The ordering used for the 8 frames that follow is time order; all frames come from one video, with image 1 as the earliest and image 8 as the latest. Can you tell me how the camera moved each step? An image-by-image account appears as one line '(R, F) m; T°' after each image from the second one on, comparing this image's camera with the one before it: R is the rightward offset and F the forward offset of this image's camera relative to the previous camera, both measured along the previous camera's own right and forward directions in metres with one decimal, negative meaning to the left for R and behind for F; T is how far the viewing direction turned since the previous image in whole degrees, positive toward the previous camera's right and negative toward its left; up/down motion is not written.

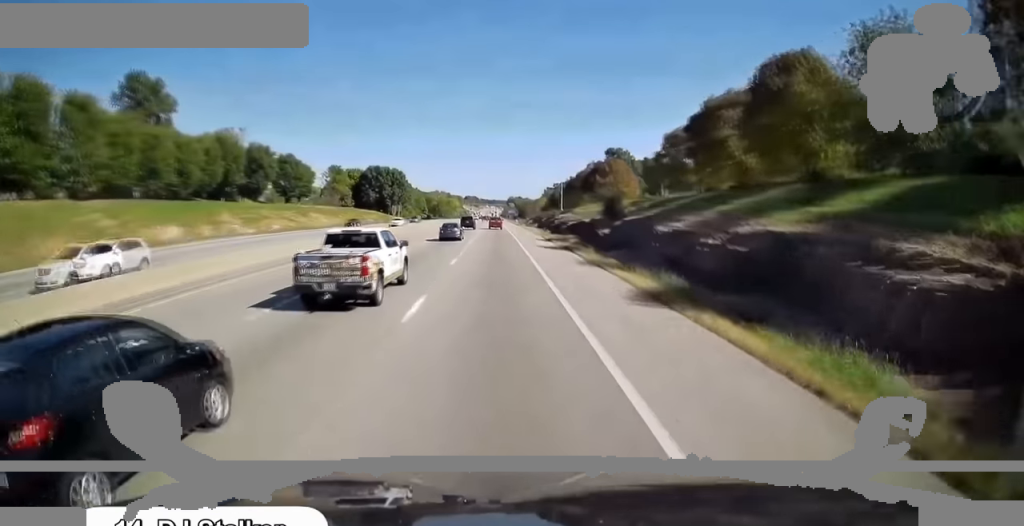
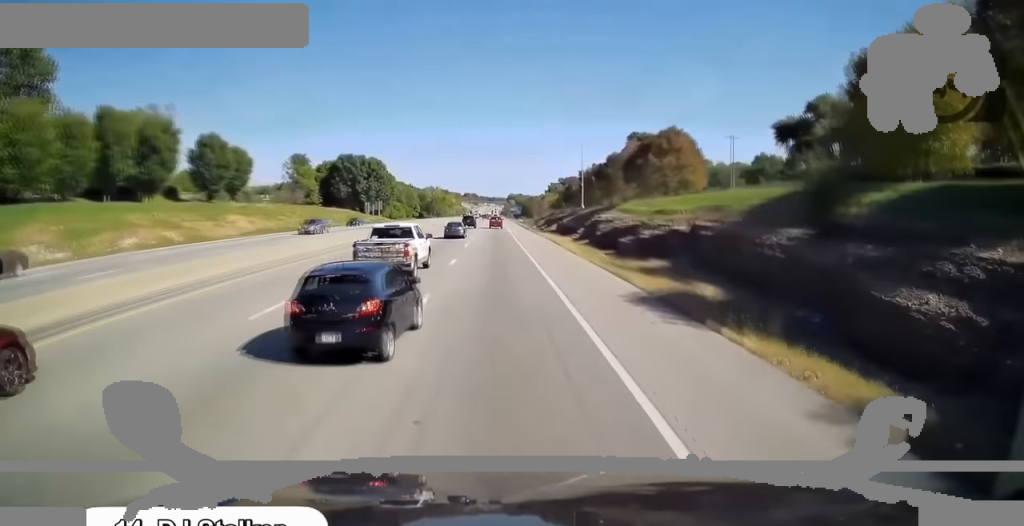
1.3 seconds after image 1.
(+0.1, +36.9) m; 0°
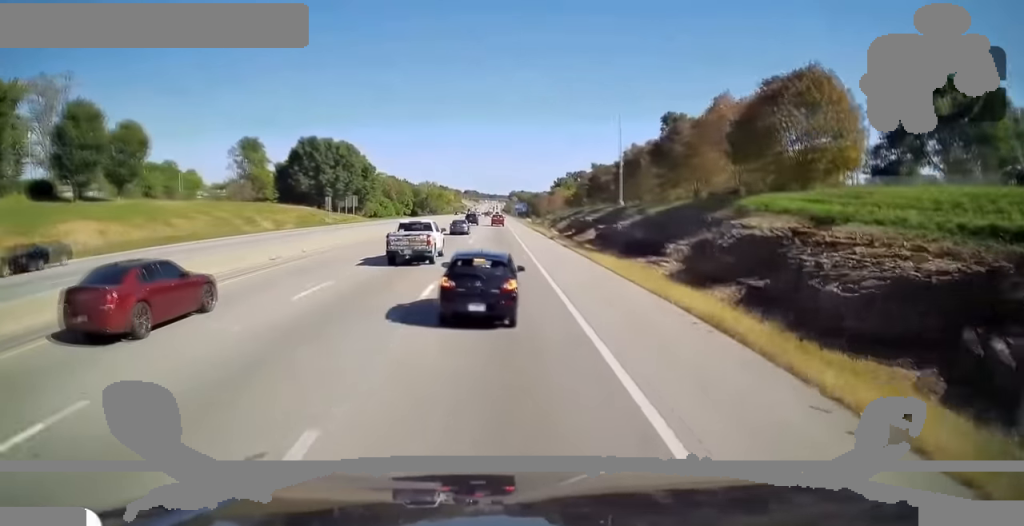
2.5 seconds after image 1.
(+0.2, +35.8) m; 0°
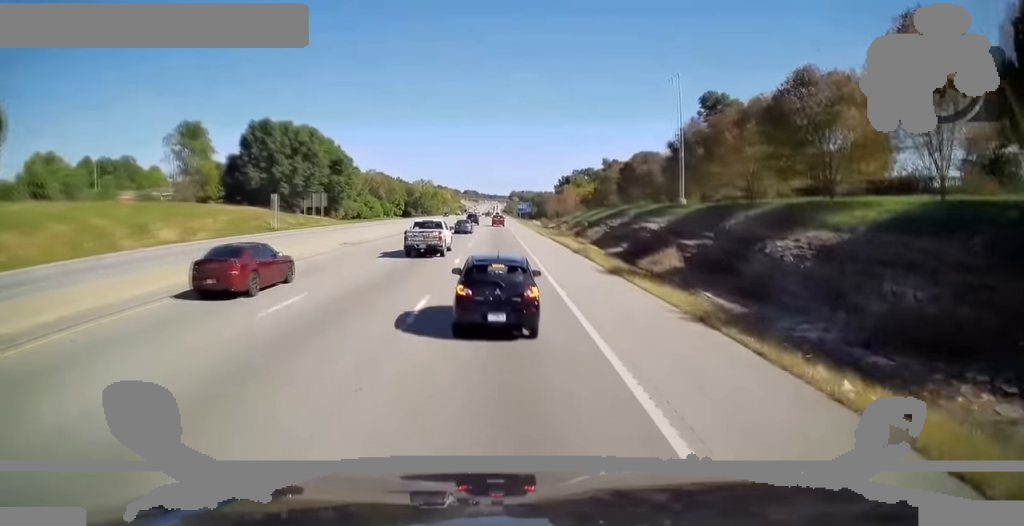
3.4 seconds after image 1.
(-0.2, +26.8) m; -1°
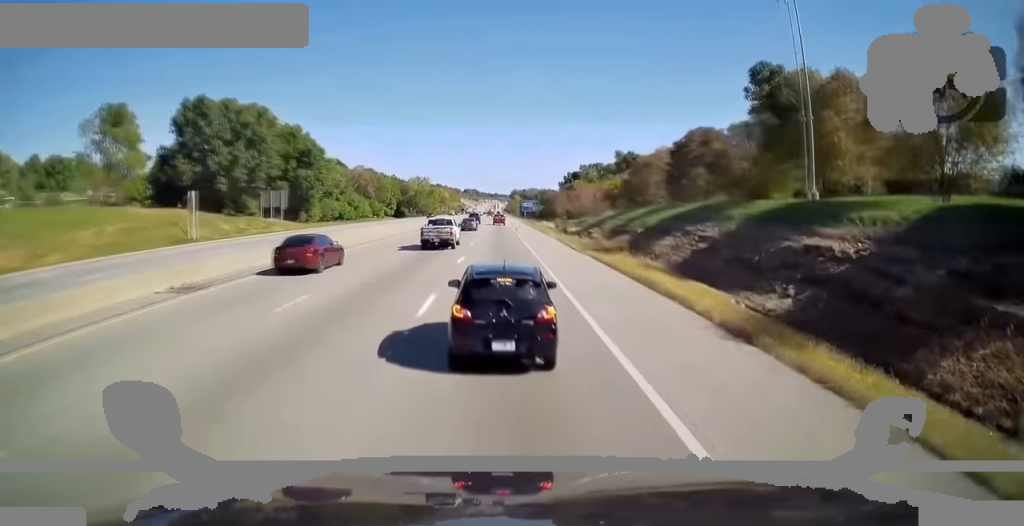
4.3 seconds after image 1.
(-0.1, +25.3) m; 0°
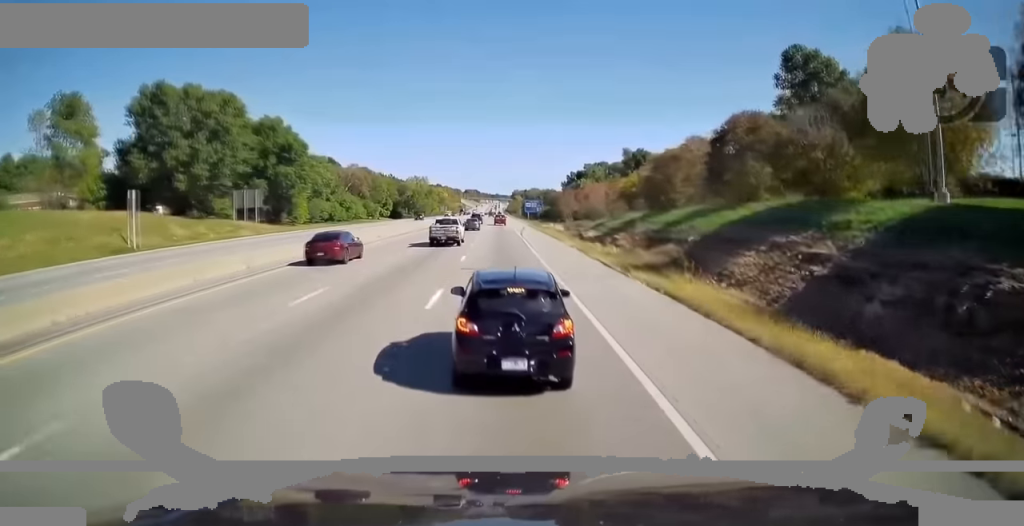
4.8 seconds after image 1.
(+0.2, +12.9) m; 0°
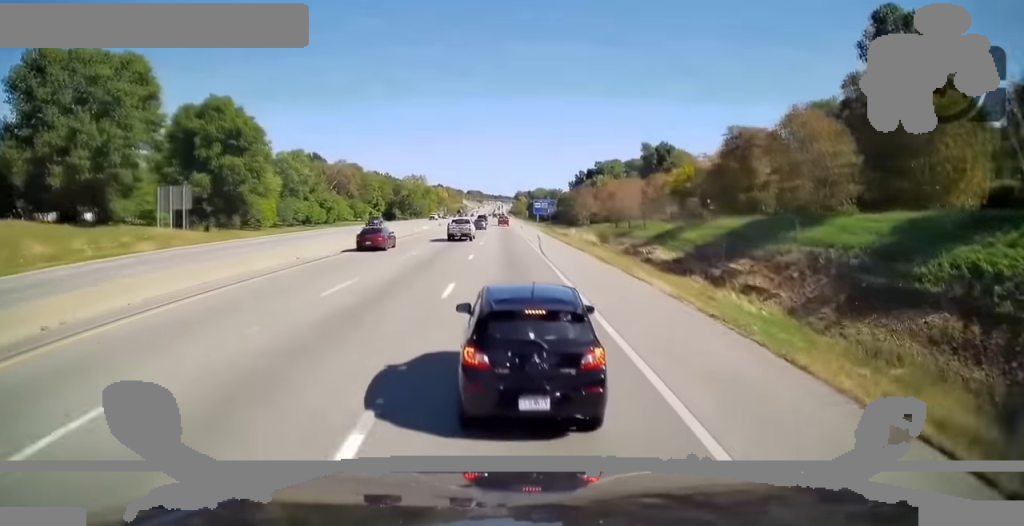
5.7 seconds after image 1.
(-0.3, +24.3) m; 0°
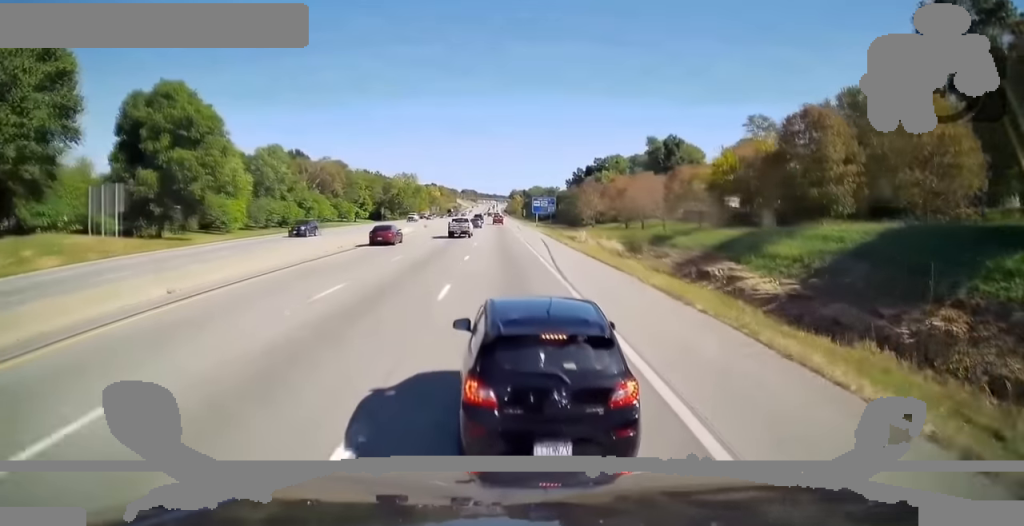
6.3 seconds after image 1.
(0.0, +13.7) m; 0°
